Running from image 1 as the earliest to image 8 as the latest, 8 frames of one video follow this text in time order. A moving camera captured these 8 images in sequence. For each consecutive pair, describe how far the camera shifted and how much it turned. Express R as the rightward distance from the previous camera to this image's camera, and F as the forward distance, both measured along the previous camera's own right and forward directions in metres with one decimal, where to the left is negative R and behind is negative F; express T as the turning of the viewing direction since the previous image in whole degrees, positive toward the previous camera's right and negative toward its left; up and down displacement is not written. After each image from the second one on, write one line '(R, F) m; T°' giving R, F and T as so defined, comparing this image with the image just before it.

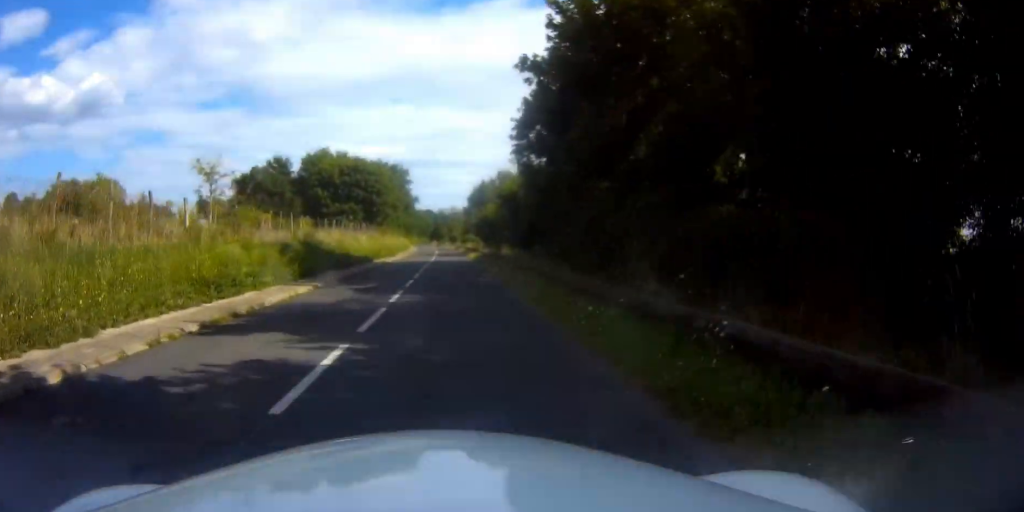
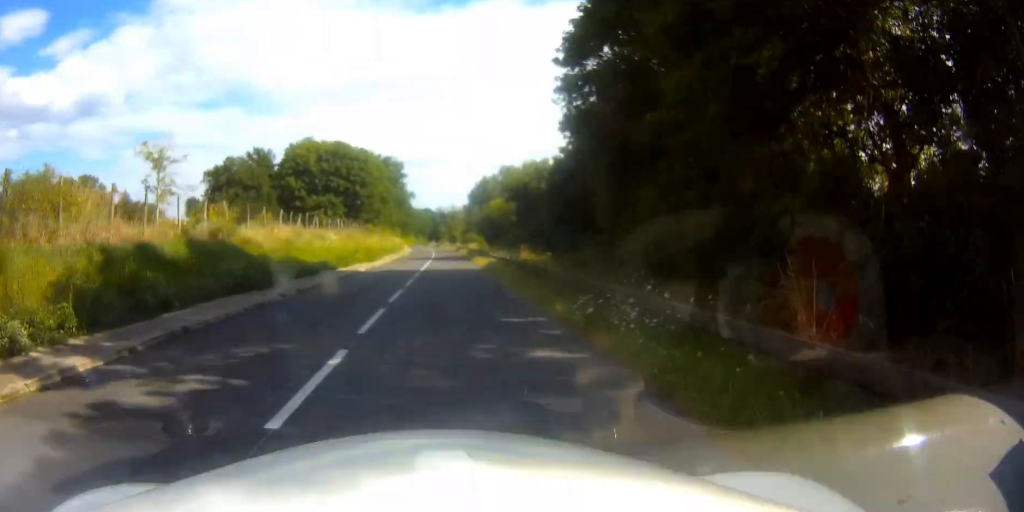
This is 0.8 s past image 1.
(+0.1, +13.4) m; 0°
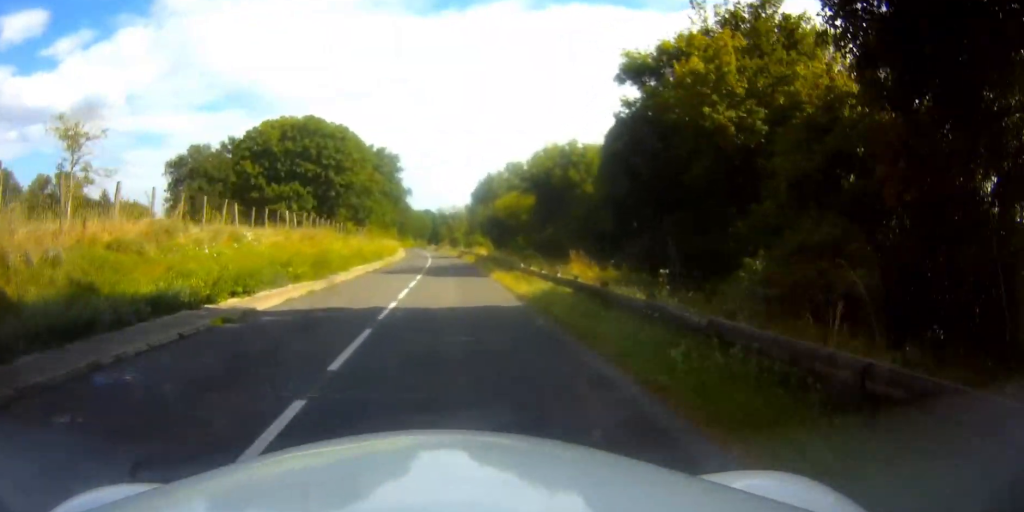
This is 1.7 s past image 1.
(-0.2, +15.3) m; -1°
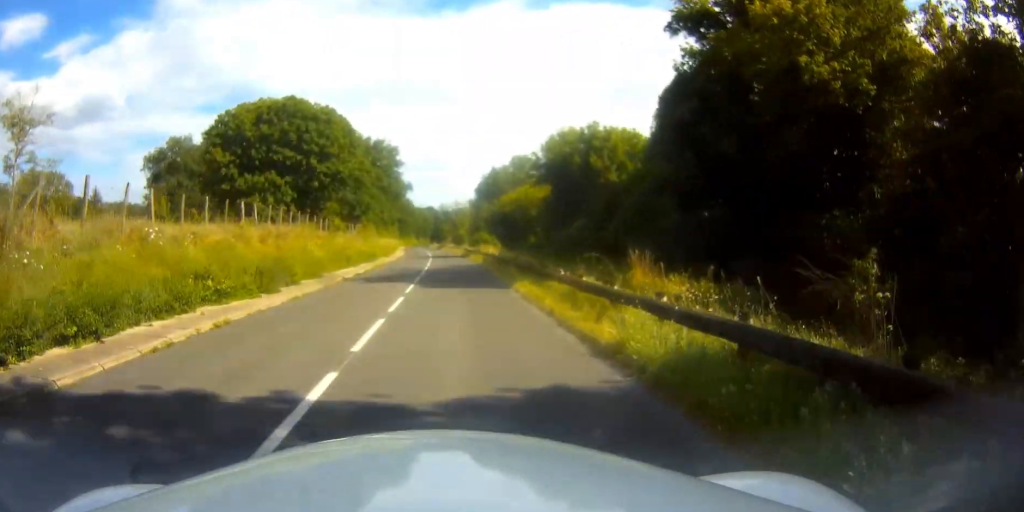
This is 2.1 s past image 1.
(0.0, +7.5) m; 0°
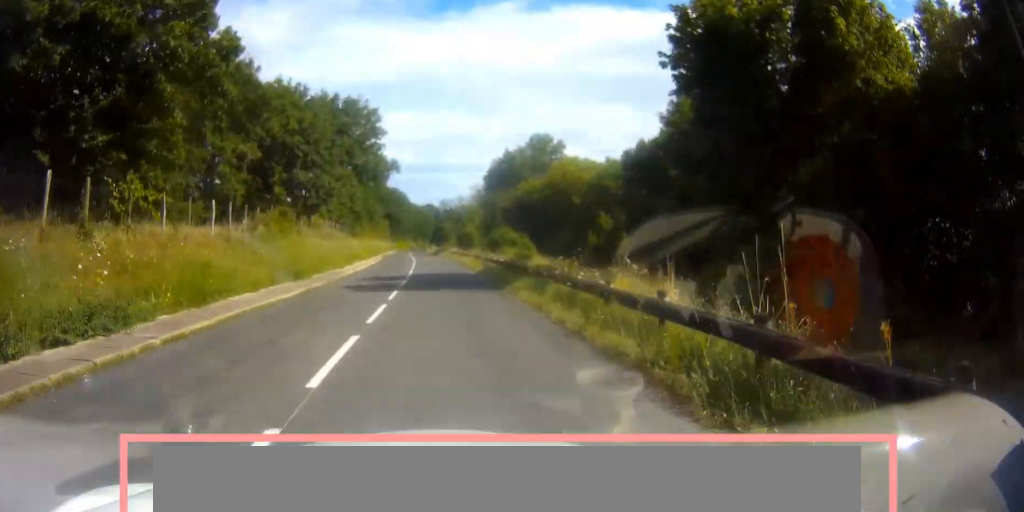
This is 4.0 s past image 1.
(+0.2, +32.4) m; -1°
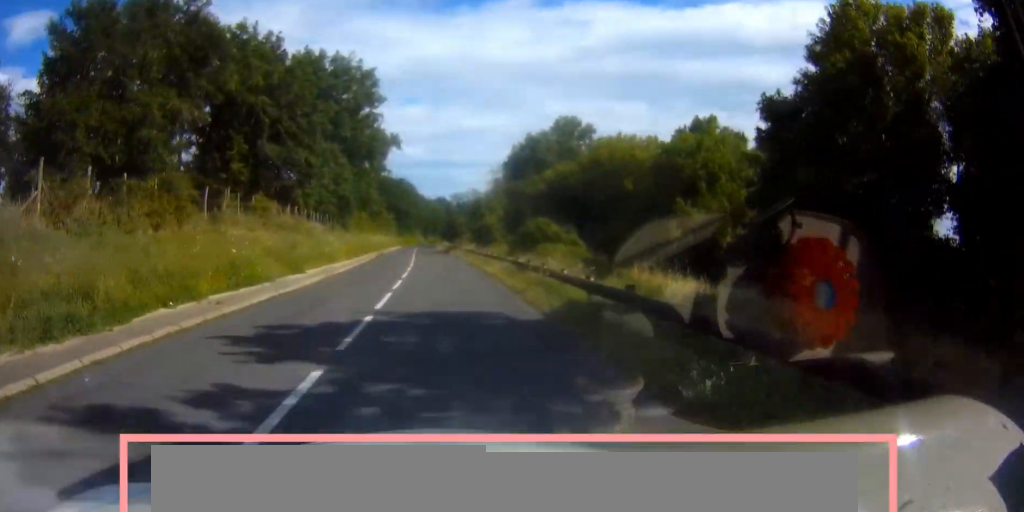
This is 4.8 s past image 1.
(-0.3, +15.6) m; -1°
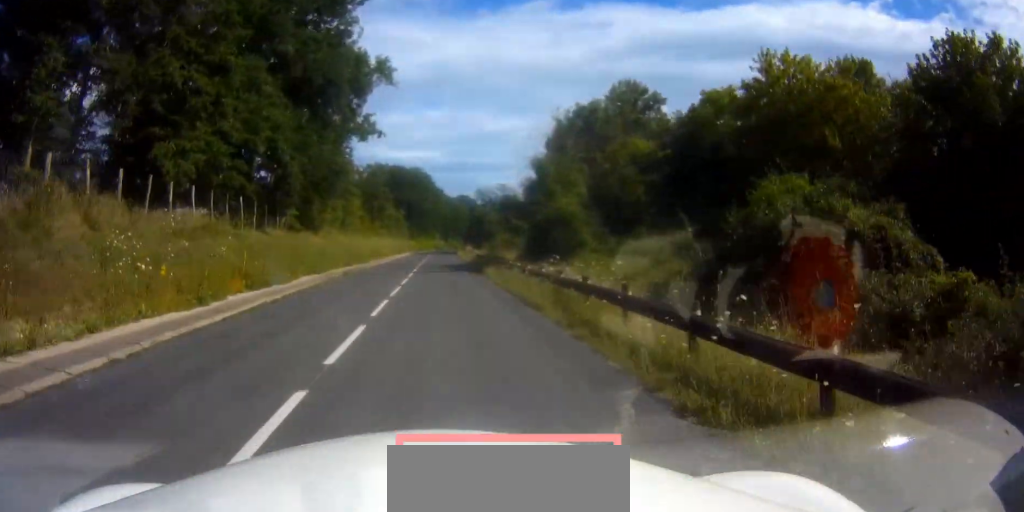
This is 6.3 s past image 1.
(-0.2, +26.9) m; -1°
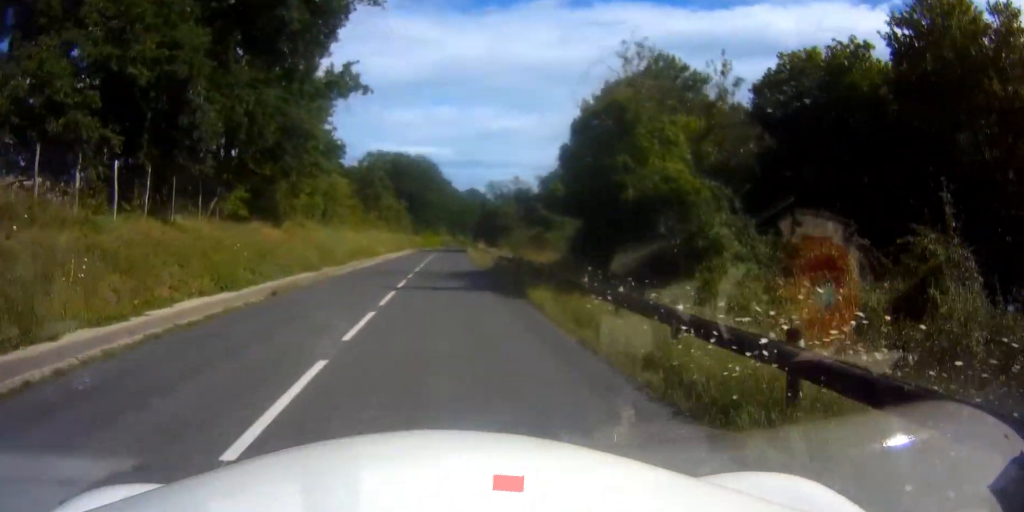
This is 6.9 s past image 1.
(-0.1, +11.7) m; -1°
